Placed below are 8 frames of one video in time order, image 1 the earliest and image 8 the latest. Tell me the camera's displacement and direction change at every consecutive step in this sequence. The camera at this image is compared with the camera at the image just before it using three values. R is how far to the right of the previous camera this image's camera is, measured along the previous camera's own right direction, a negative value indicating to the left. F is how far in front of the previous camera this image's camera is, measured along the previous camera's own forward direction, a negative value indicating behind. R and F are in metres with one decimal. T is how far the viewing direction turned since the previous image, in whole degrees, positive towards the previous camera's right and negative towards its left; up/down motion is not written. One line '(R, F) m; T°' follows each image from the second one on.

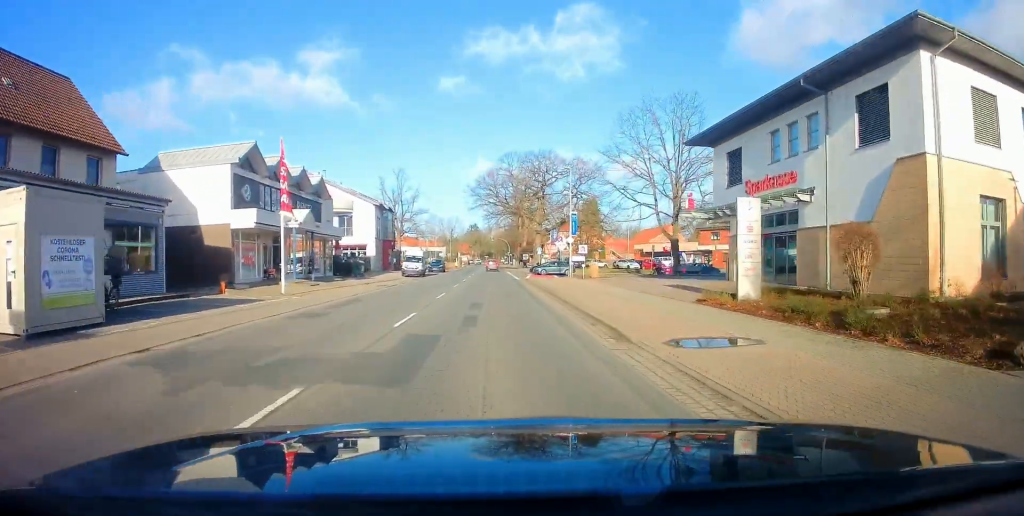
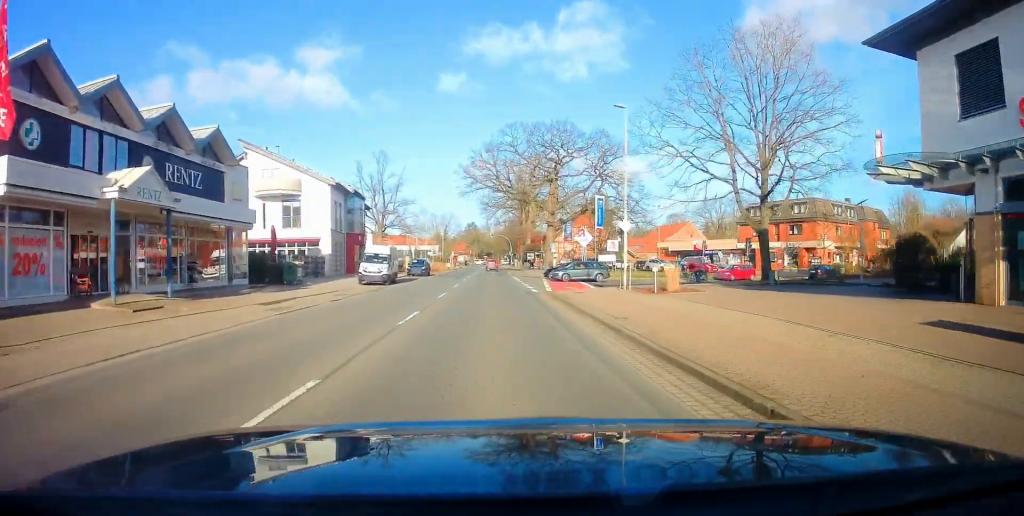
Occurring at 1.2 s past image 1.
(-0.3, +17.3) m; 0°
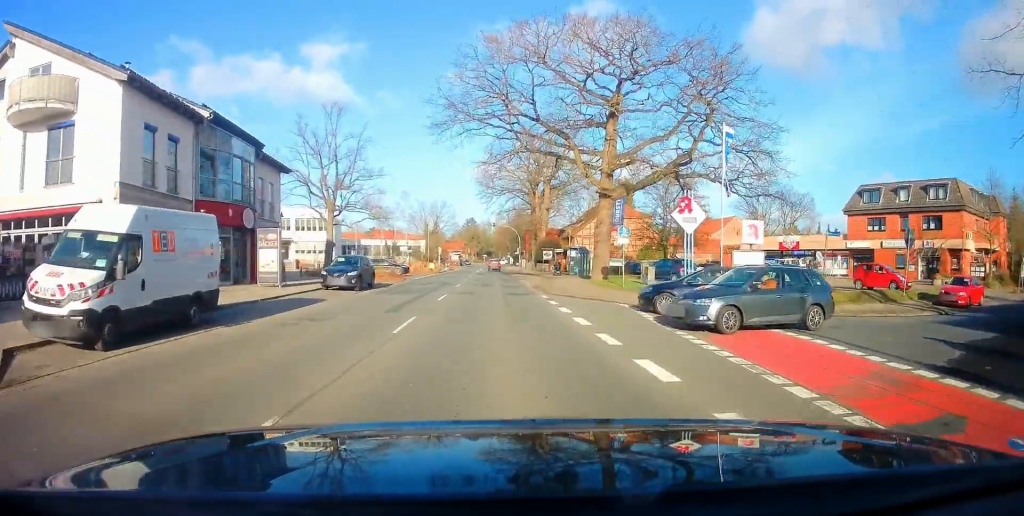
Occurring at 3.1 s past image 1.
(0.0, +28.3) m; 0°
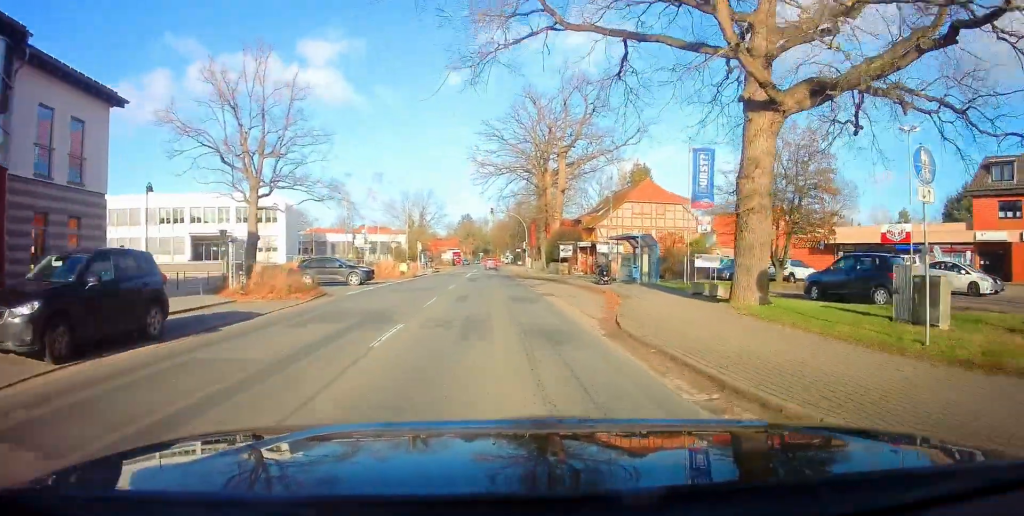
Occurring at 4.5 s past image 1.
(+0.5, +19.6) m; +1°
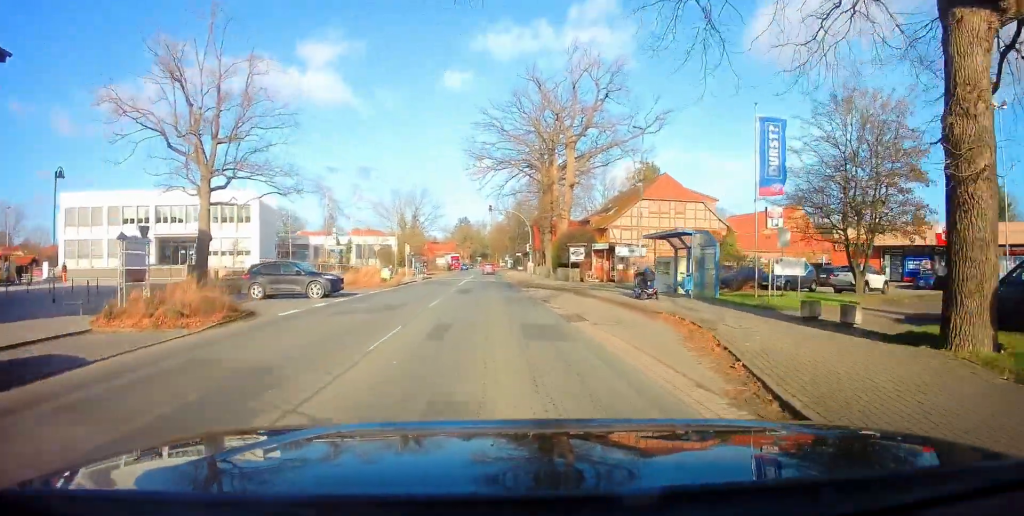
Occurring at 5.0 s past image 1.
(0.0, +7.4) m; 0°
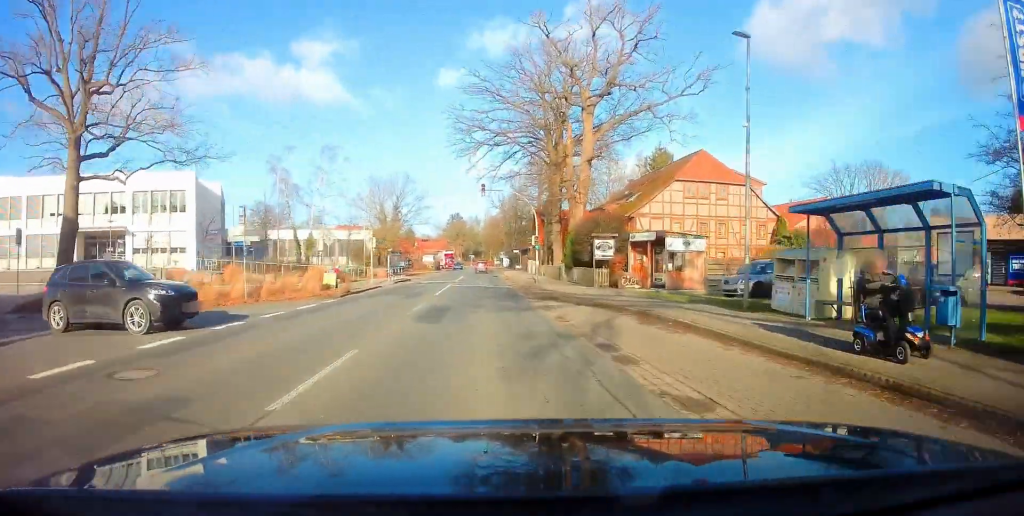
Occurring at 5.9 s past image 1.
(0.0, +12.5) m; -1°
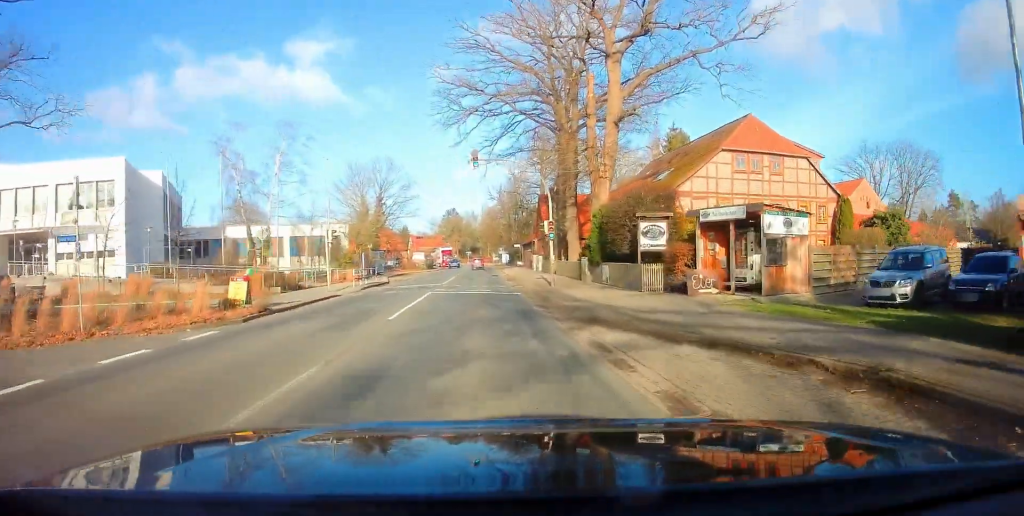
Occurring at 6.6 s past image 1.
(-0.1, +10.1) m; 0°
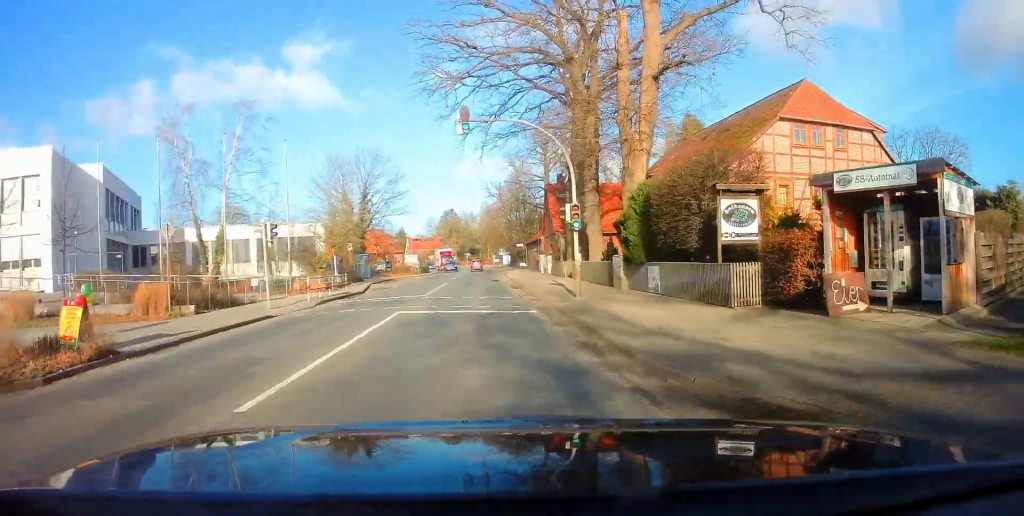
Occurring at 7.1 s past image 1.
(0.0, +7.9) m; 0°
